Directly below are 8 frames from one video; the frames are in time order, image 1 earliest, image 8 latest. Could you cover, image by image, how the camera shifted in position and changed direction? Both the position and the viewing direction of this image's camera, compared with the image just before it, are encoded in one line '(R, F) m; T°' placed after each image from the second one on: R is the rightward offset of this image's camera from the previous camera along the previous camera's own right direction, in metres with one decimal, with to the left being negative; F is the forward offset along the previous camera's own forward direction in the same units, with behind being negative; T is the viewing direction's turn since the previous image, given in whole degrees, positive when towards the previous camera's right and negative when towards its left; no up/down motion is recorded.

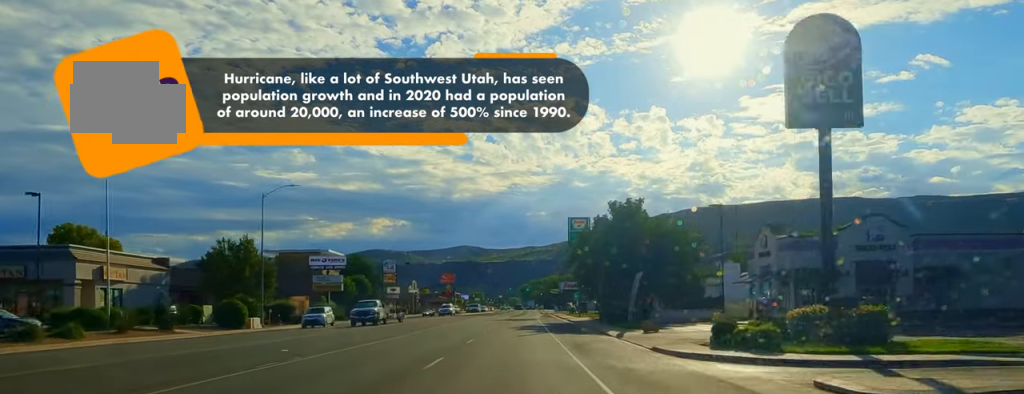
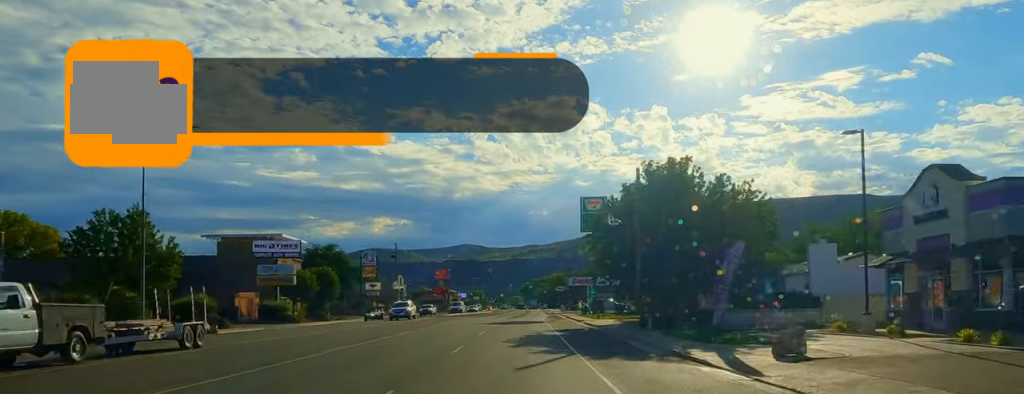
(-0.9, +19.6) m; 0°
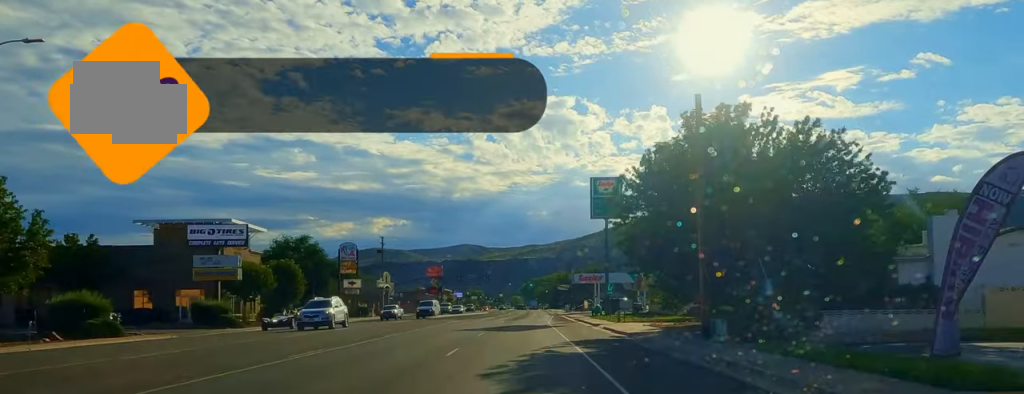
(+0.3, +13.5) m; +1°
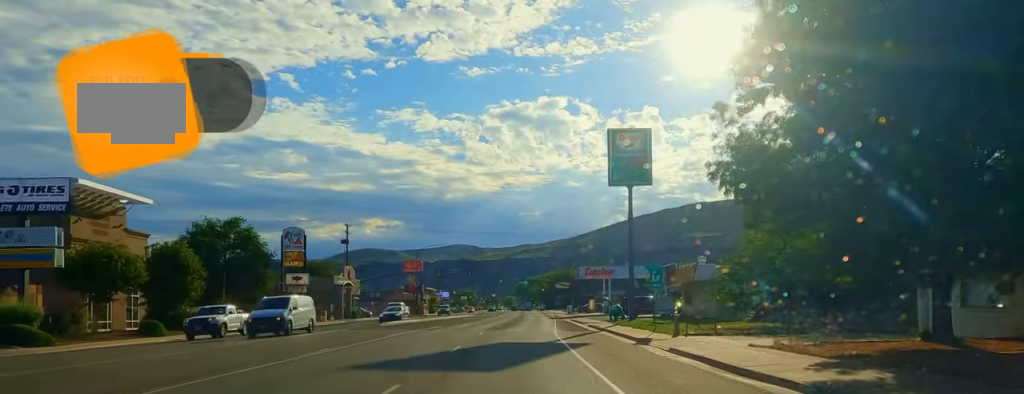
(+0.7, +21.9) m; +2°
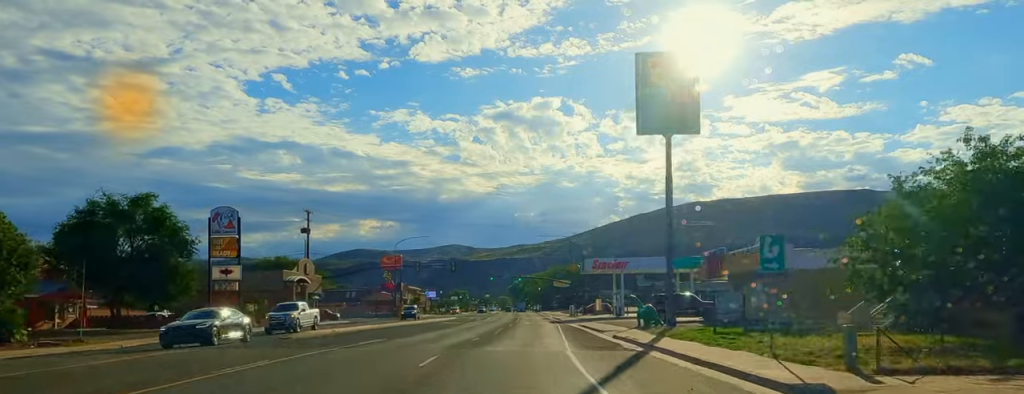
(0.0, +17.3) m; +2°
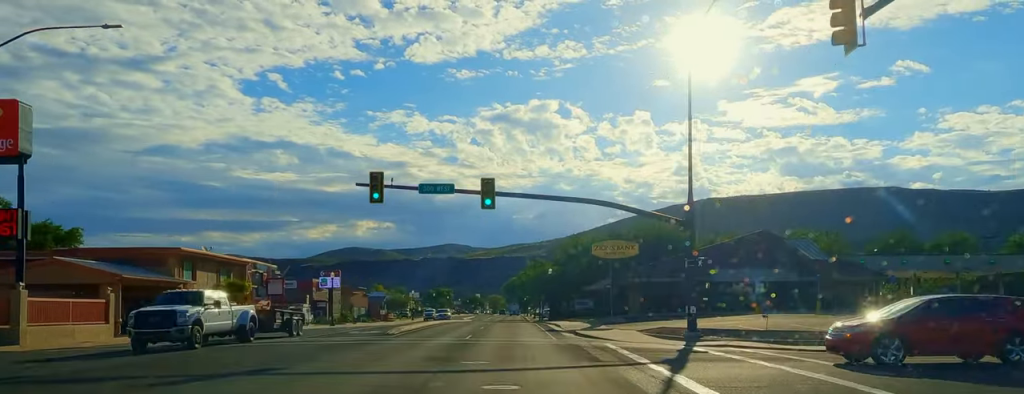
(+0.6, +89.4) m; -4°
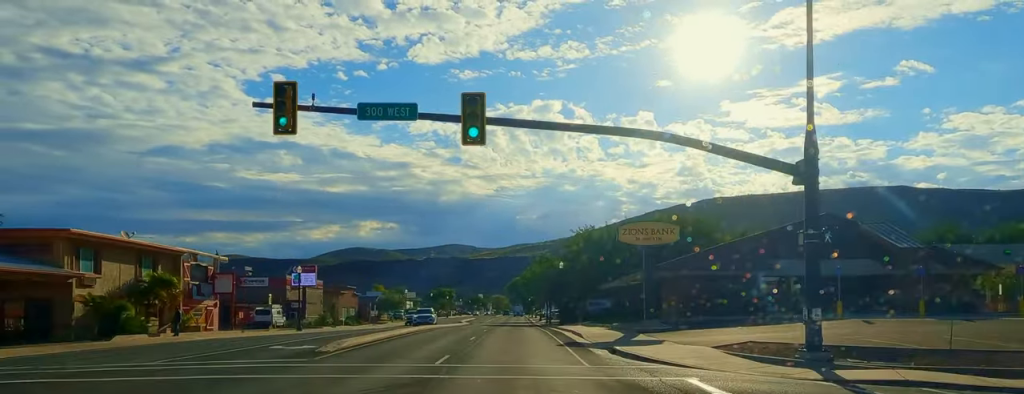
(0.0, +12.3) m; -1°
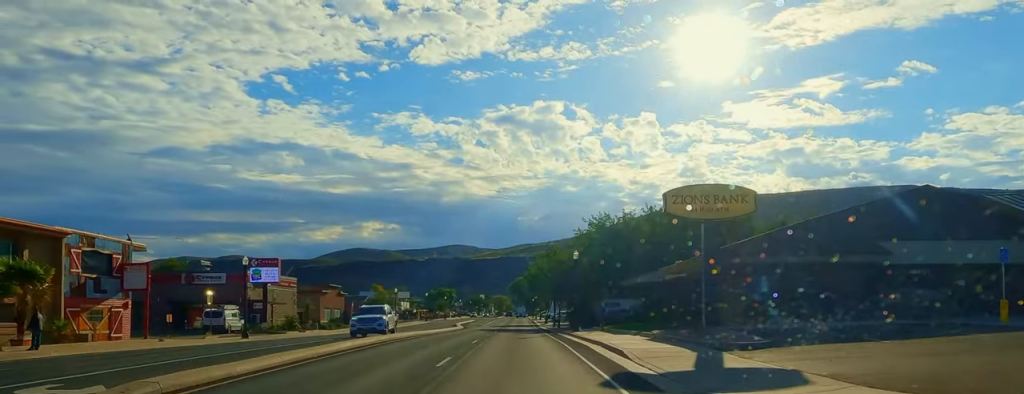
(-0.7, +12.7) m; 0°
